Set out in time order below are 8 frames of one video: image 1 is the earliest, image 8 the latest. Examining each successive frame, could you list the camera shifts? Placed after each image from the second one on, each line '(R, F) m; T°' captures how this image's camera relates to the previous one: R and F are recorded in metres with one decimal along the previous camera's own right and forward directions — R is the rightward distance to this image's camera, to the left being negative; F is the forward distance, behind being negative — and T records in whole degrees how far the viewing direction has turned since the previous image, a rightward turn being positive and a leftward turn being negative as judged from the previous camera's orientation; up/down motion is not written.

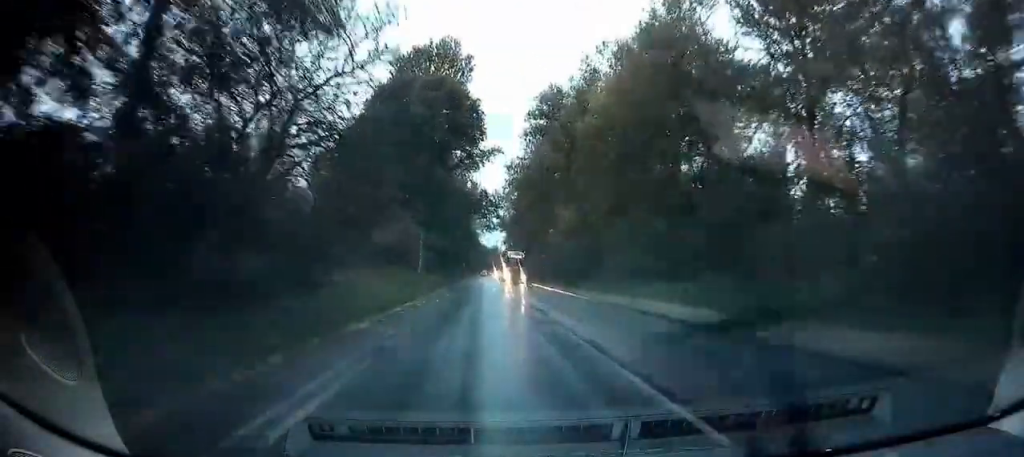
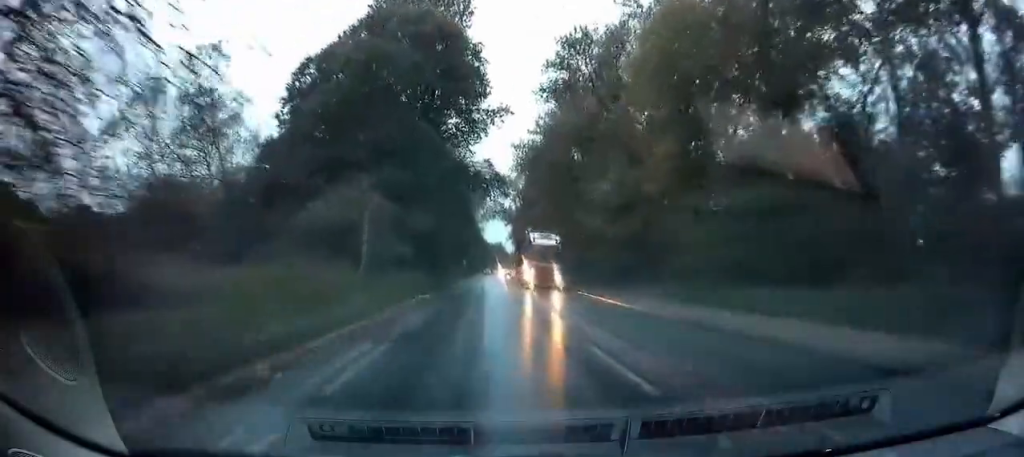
(-0.9, +15.2) m; -3°
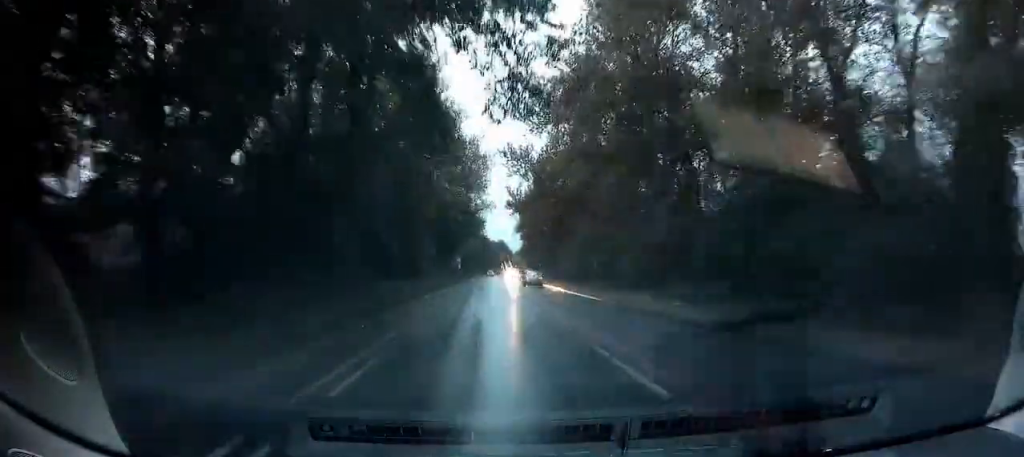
(+0.4, +29.8) m; +1°
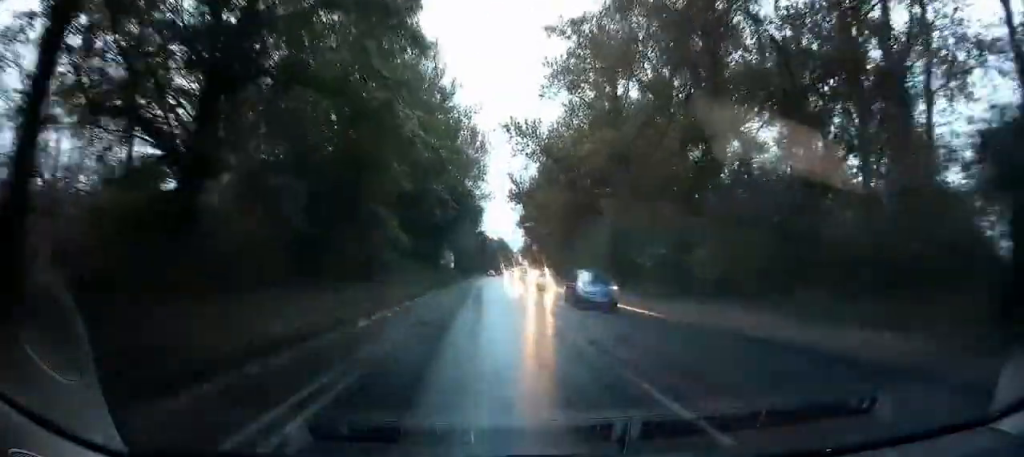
(+0.2, +14.9) m; +1°
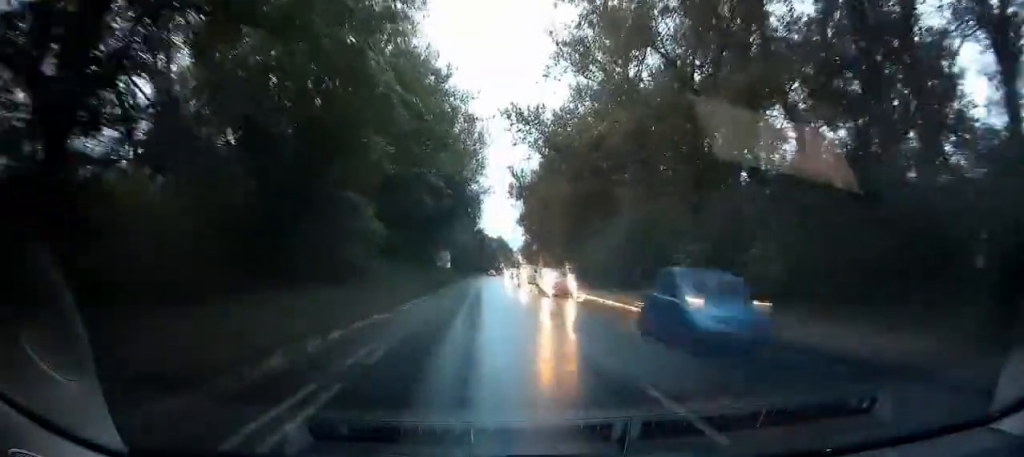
(-0.2, +5.9) m; 0°
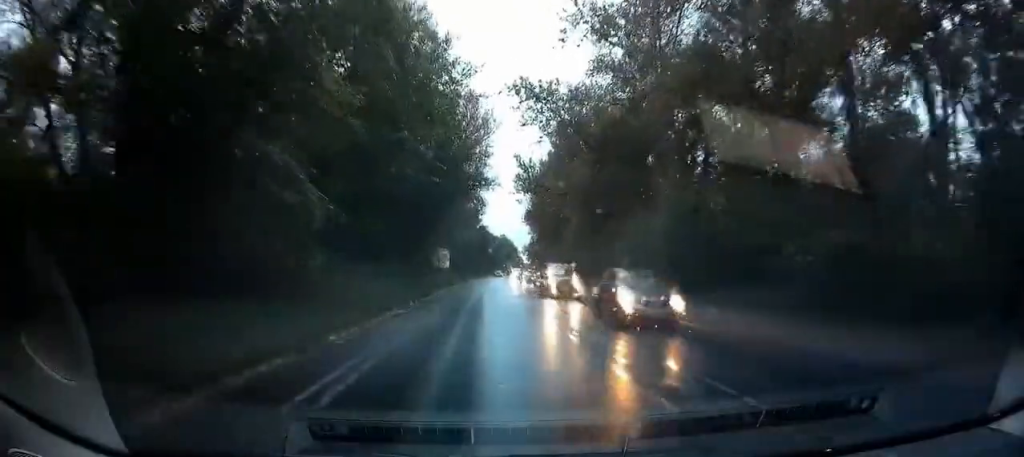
(+0.2, +8.6) m; 0°
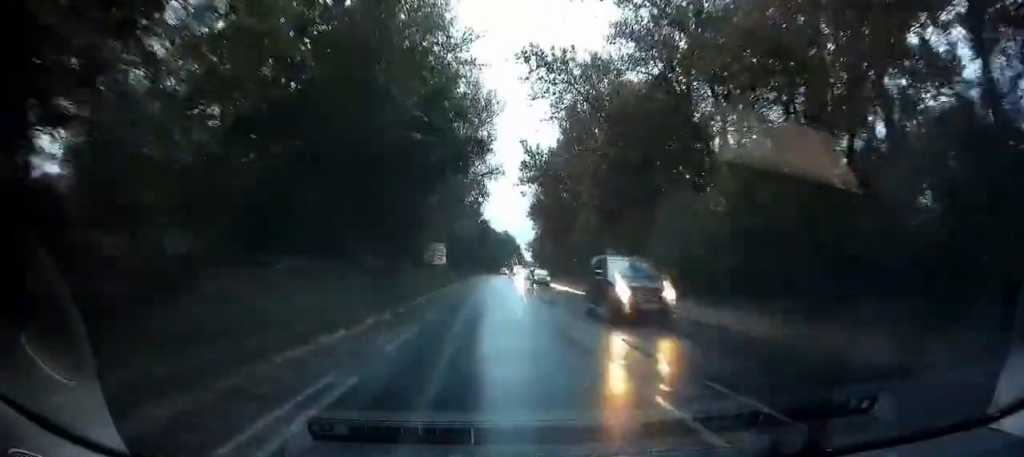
(+0.1, +7.7) m; 0°
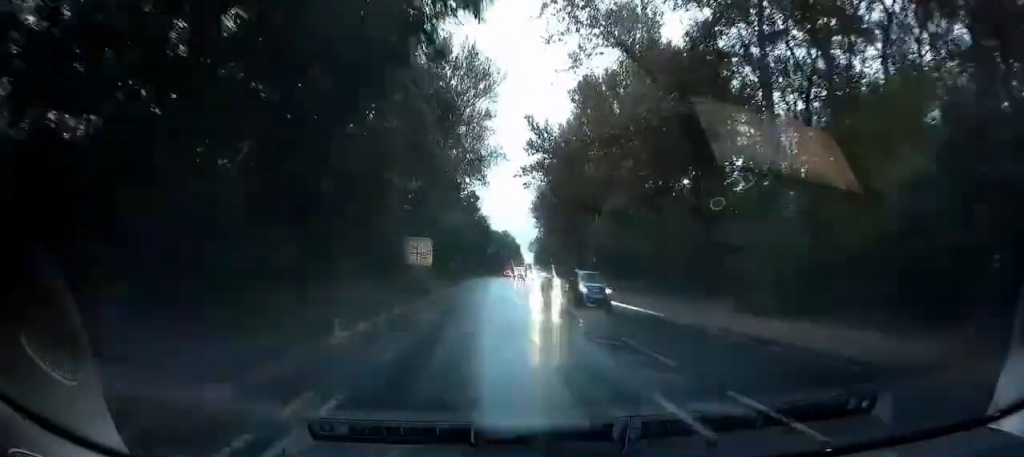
(-0.2, +12.1) m; +2°
